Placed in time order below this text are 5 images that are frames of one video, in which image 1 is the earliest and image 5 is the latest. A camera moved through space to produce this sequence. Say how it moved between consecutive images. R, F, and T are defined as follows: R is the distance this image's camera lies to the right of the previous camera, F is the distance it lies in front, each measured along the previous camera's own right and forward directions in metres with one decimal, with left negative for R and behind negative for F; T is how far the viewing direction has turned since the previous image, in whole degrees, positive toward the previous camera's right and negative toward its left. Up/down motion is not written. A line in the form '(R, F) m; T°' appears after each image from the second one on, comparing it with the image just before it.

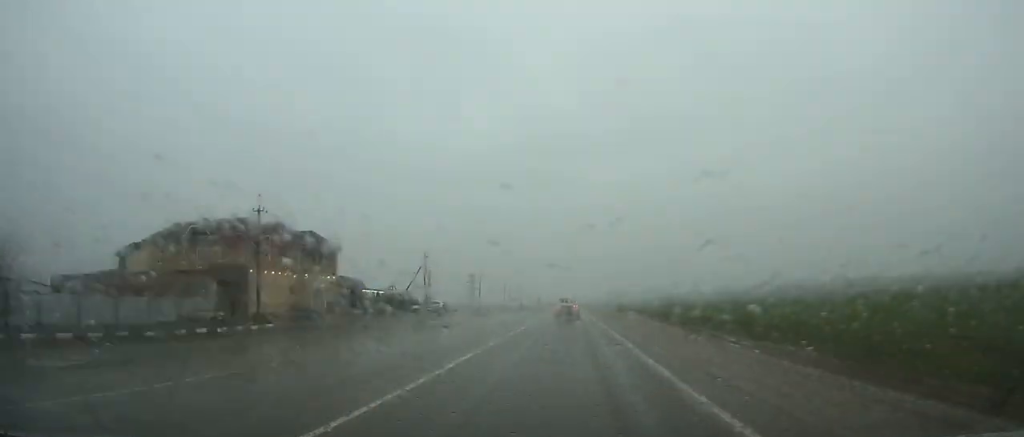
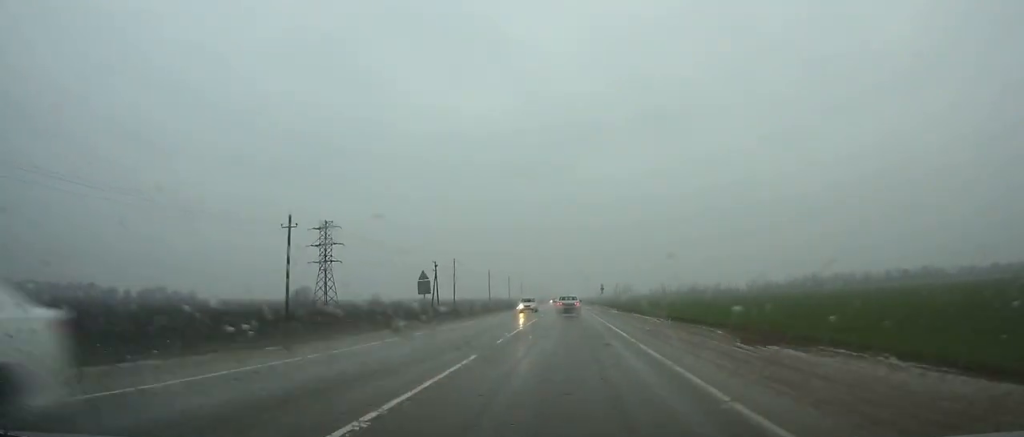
(+1.2, +163.0) m; +1°
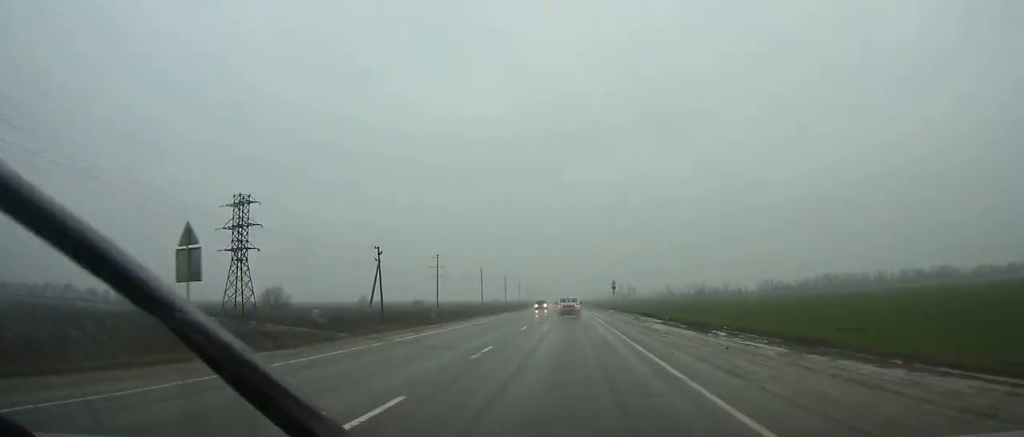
(0.0, +30.2) m; 0°
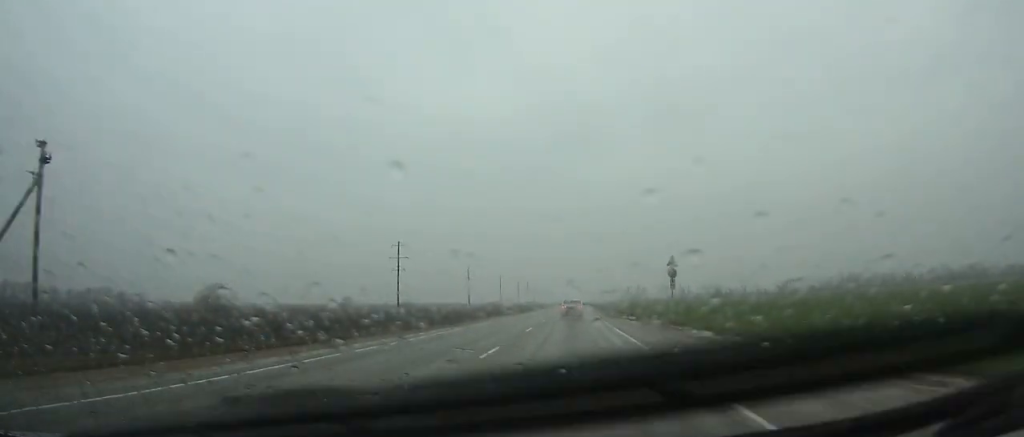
(0.0, +47.0) m; 0°
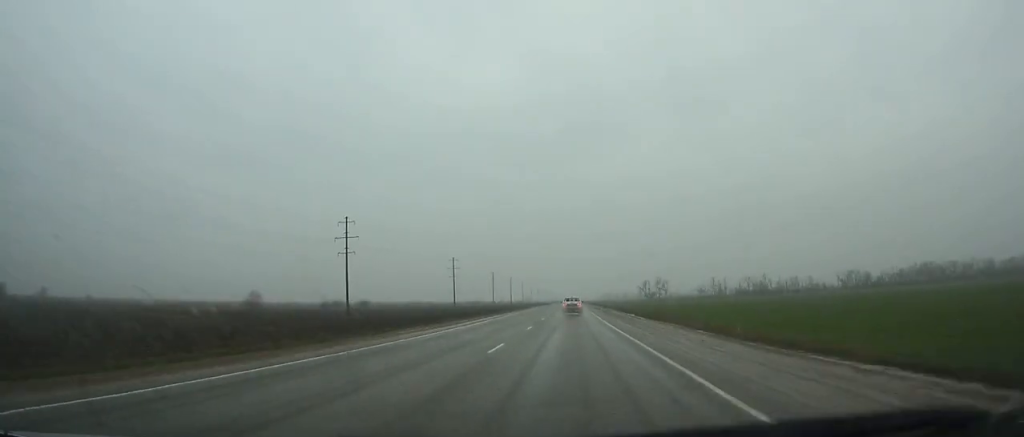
(-0.4, +122.7) m; 0°
